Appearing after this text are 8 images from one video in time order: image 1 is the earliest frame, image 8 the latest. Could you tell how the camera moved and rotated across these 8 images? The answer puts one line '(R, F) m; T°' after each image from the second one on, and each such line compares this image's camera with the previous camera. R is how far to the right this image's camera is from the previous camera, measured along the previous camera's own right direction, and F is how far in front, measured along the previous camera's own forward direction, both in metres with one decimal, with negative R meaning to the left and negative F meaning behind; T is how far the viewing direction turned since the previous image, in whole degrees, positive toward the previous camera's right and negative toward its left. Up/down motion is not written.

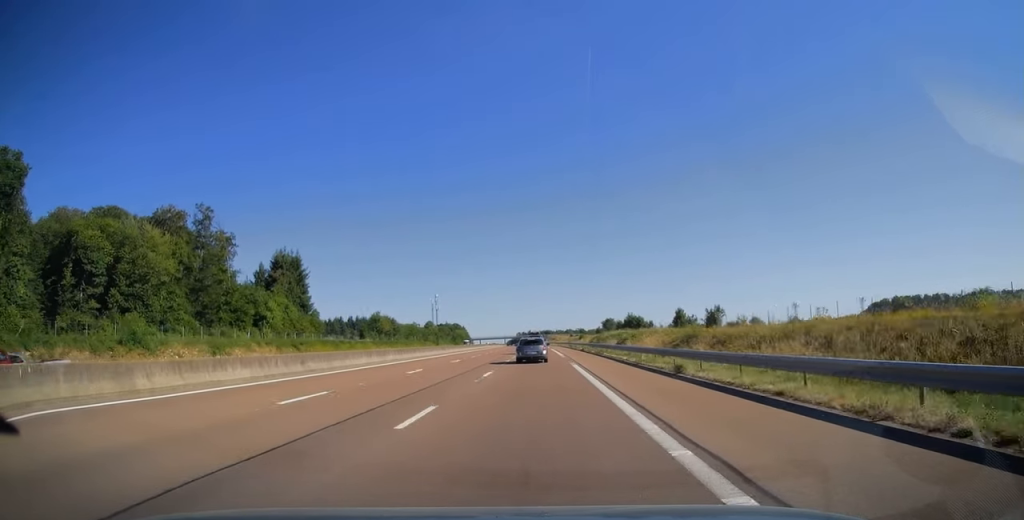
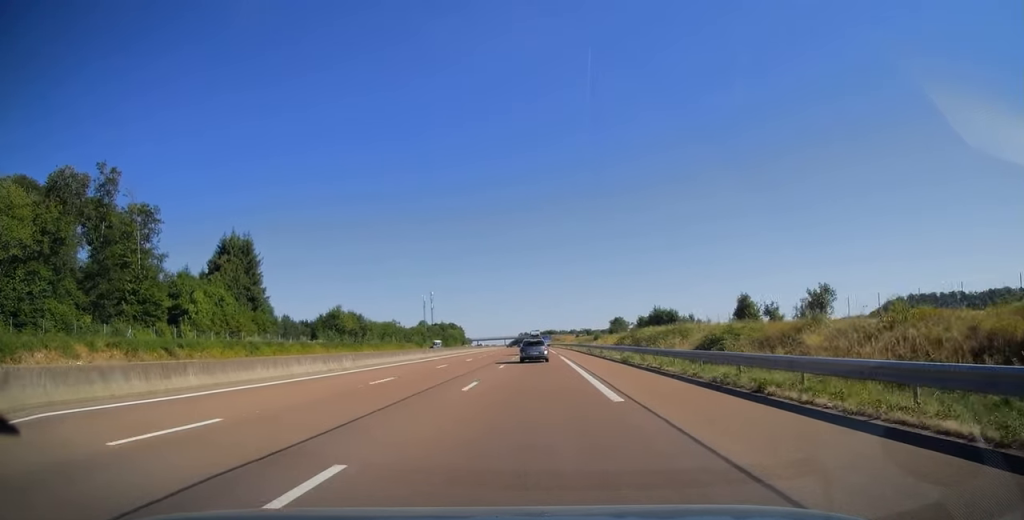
(-0.1, +31.9) m; 0°
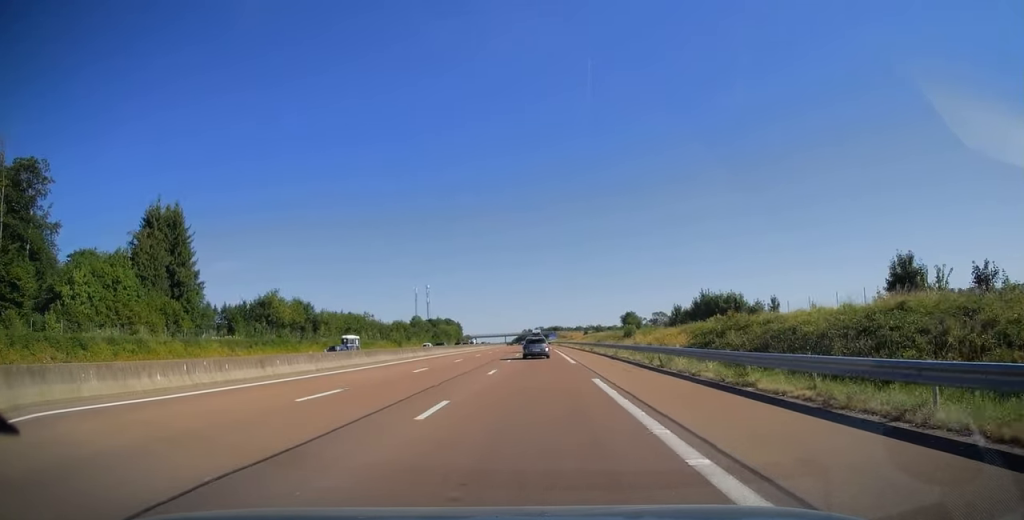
(-0.1, +32.4) m; 0°
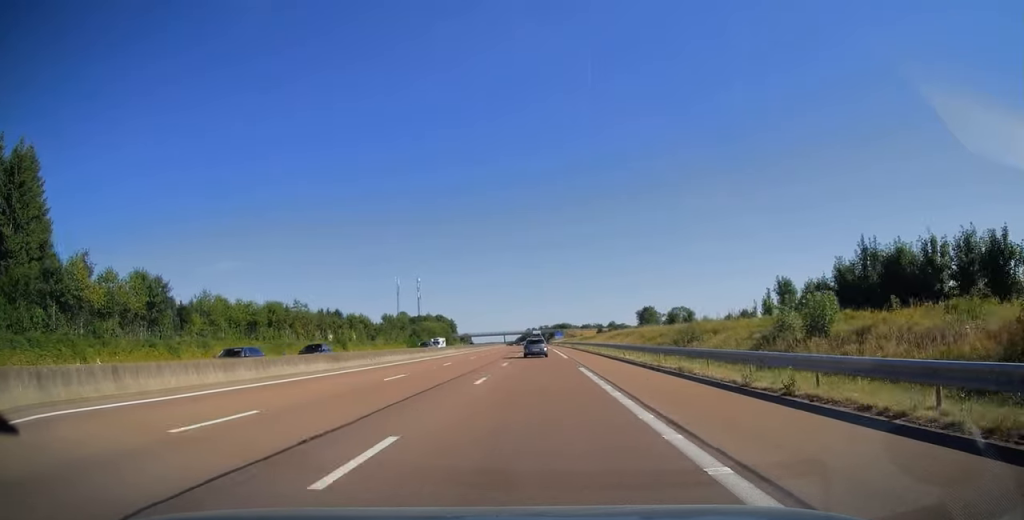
(-0.2, +44.1) m; 0°
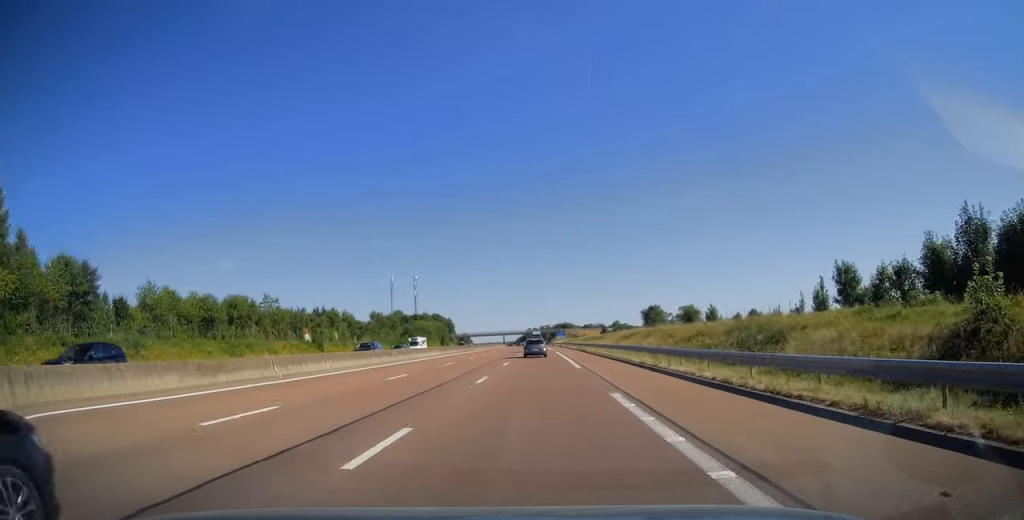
(0.0, +12.2) m; 0°
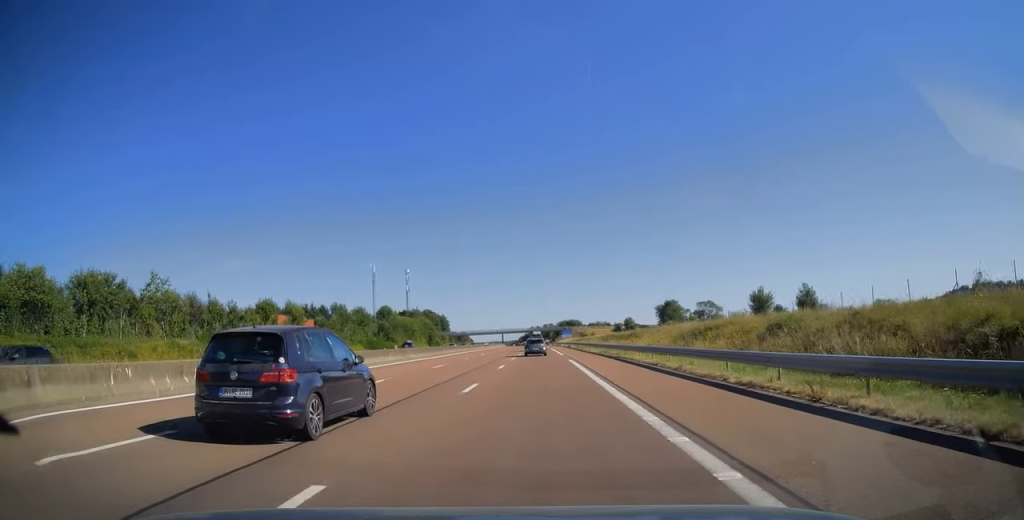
(0.0, +29.9) m; 0°
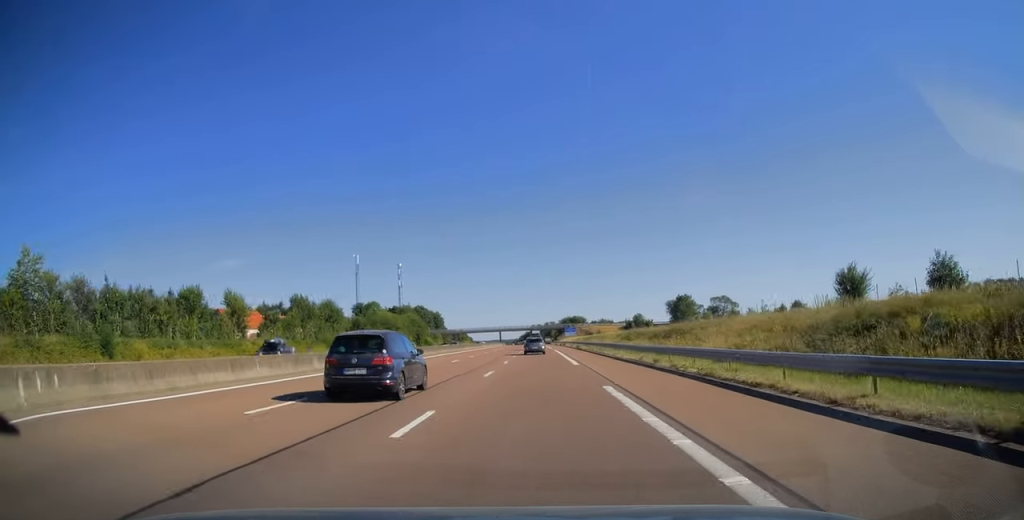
(0.0, +20.3) m; 0°
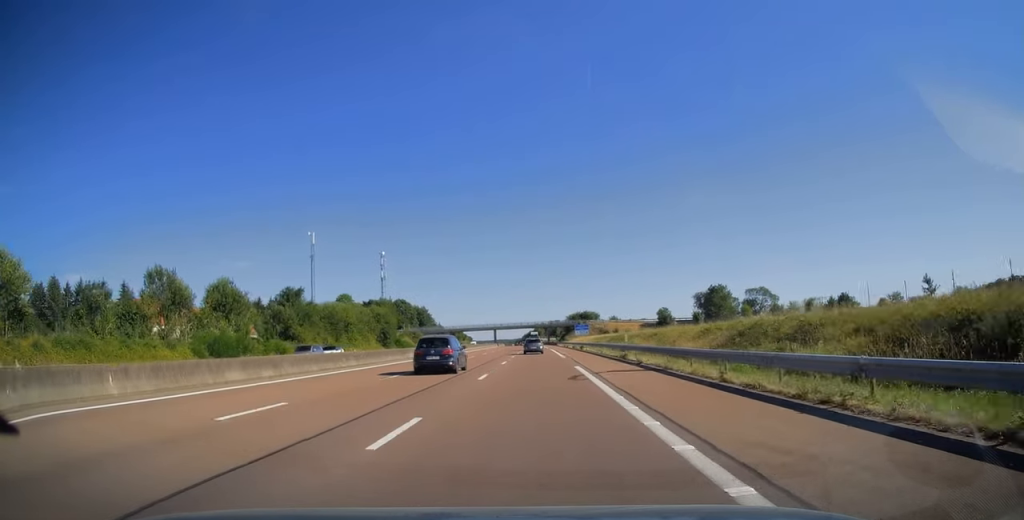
(-0.2, +40.0) m; 0°
